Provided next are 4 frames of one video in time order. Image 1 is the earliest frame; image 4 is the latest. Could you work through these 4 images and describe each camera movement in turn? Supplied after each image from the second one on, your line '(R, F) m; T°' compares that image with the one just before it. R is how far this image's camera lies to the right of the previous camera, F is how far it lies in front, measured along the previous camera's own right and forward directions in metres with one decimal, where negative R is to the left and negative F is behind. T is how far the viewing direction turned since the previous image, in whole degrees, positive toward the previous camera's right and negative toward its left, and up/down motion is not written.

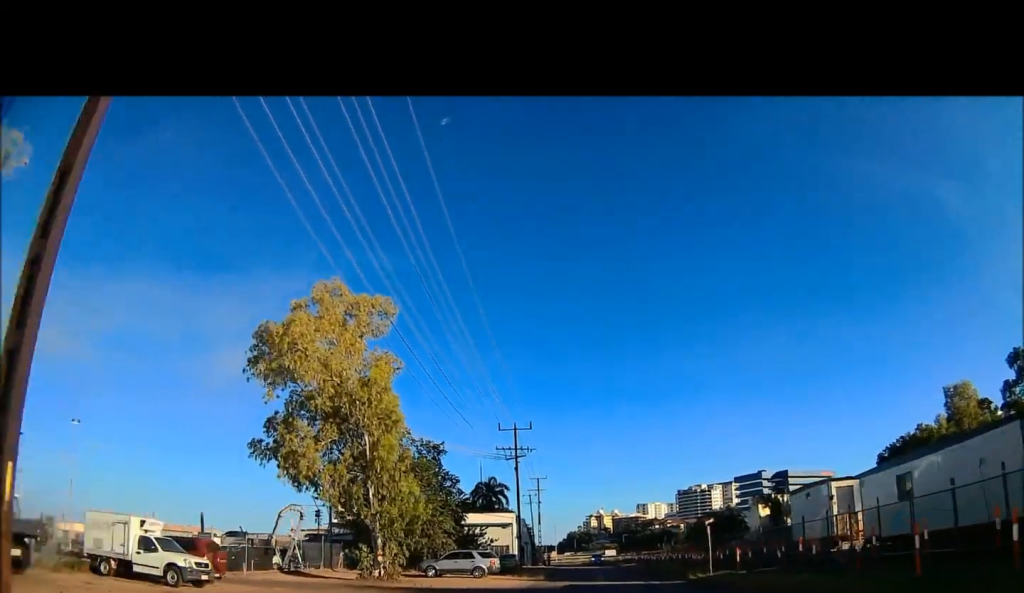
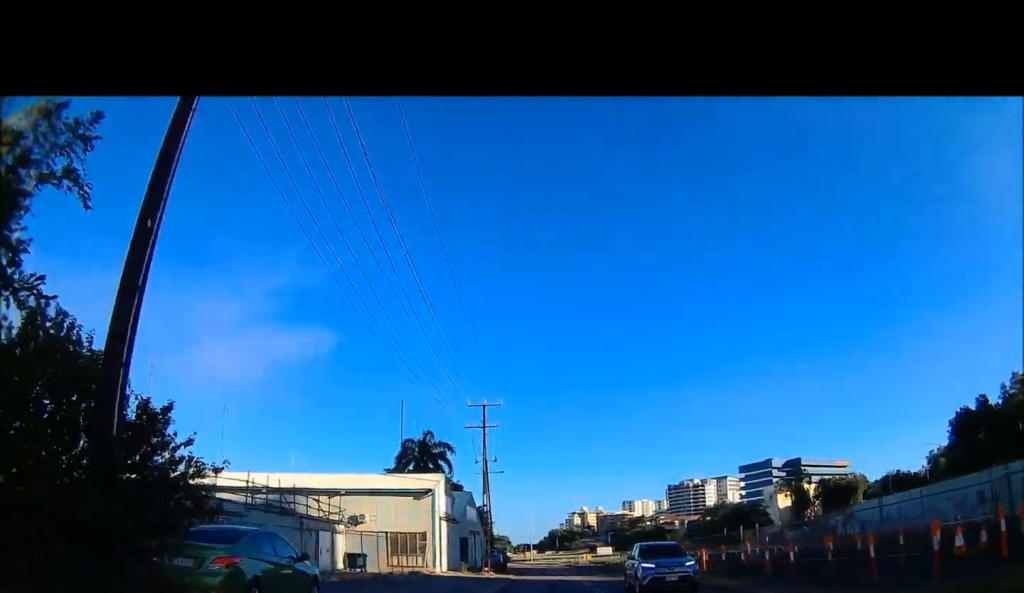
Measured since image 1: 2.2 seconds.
(0.0, +45.0) m; 0°
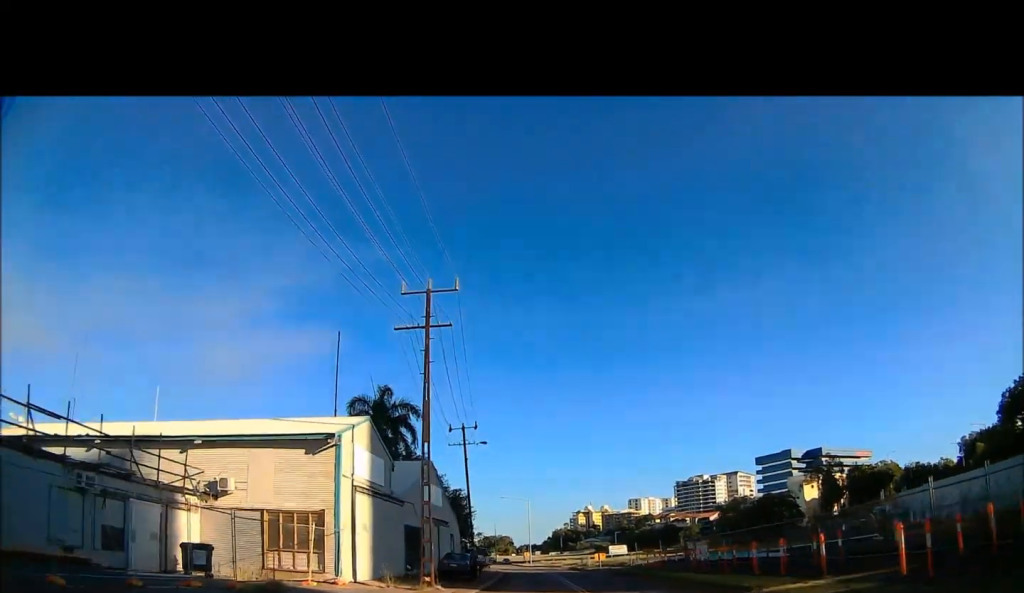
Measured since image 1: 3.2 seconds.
(0.0, +22.4) m; 0°
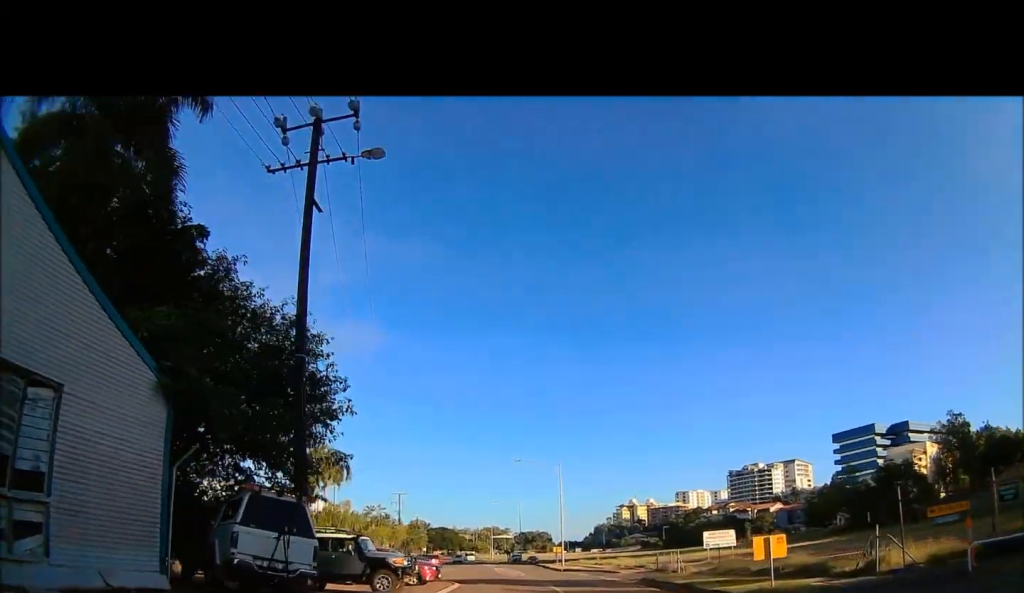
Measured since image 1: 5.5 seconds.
(0.0, +45.6) m; -1°
